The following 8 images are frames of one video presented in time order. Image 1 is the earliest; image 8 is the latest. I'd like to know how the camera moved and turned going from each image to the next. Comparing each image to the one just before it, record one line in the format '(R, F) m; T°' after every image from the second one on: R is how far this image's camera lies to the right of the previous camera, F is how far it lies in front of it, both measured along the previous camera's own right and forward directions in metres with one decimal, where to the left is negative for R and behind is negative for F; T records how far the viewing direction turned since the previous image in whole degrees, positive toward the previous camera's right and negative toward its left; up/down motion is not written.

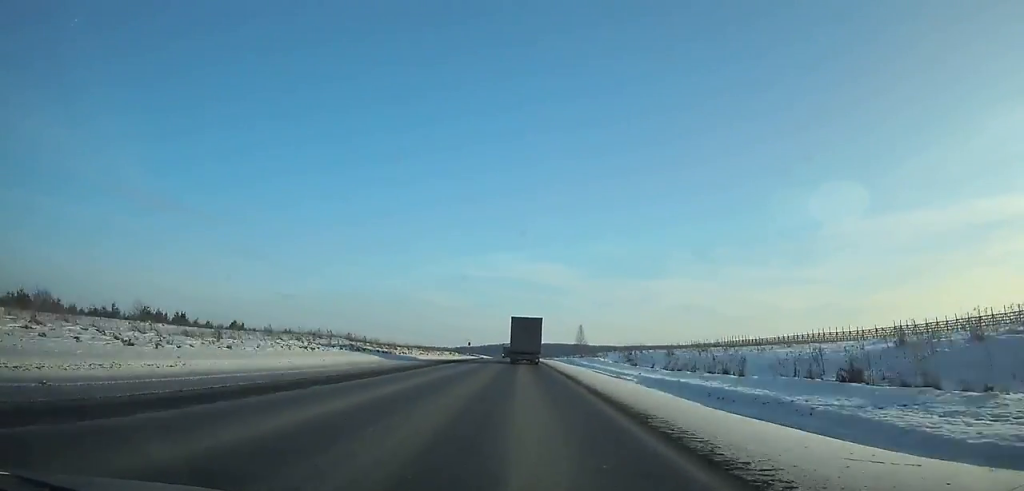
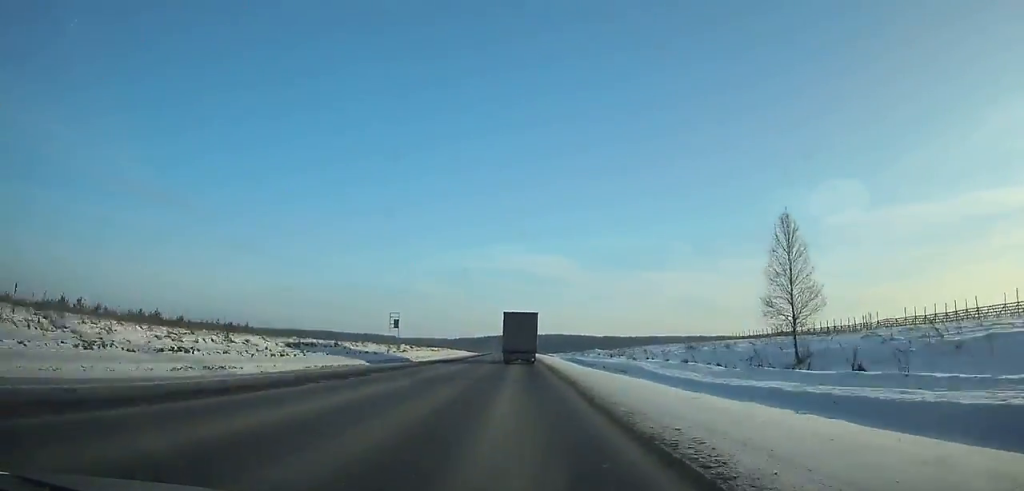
(-0.4, +96.7) m; 0°
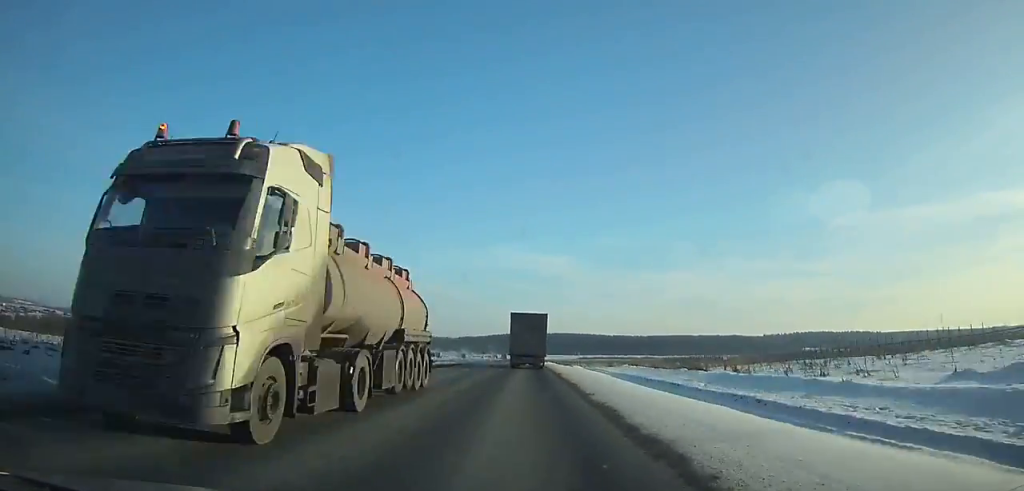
(-0.3, +122.5) m; 0°
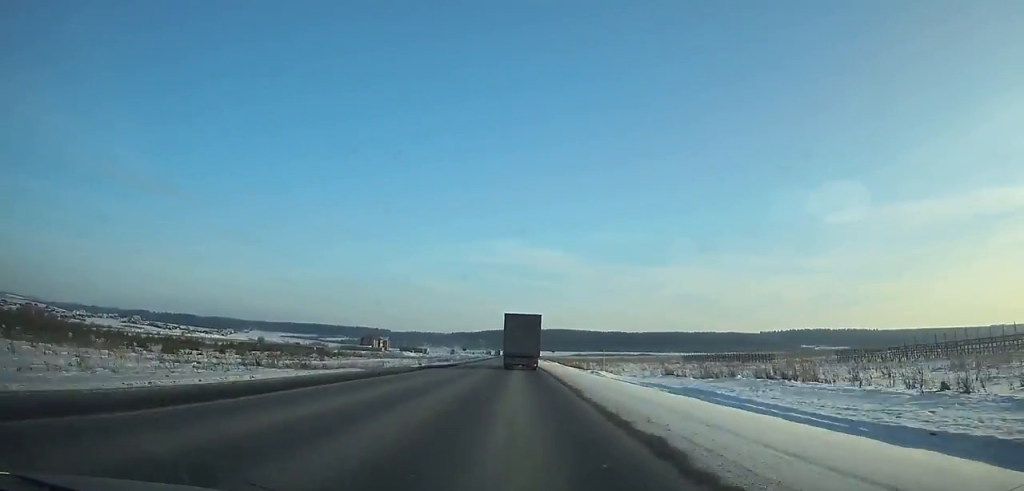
(0.0, +31.8) m; 0°
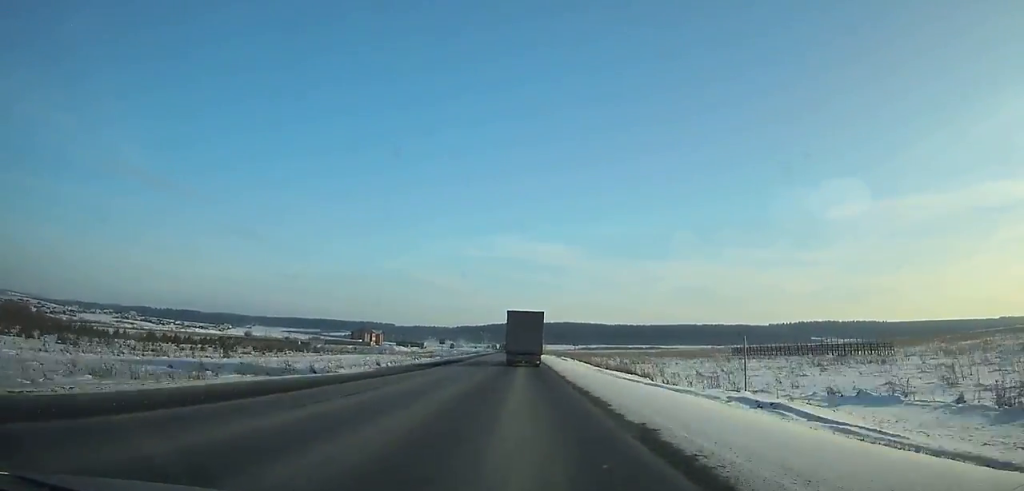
(-0.1, +36.3) m; 0°
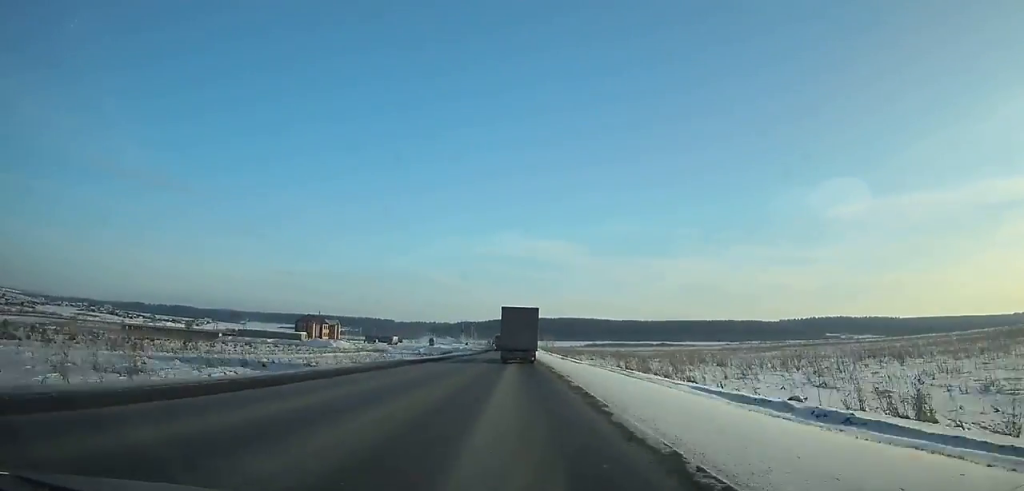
(0.0, +91.7) m; 0°
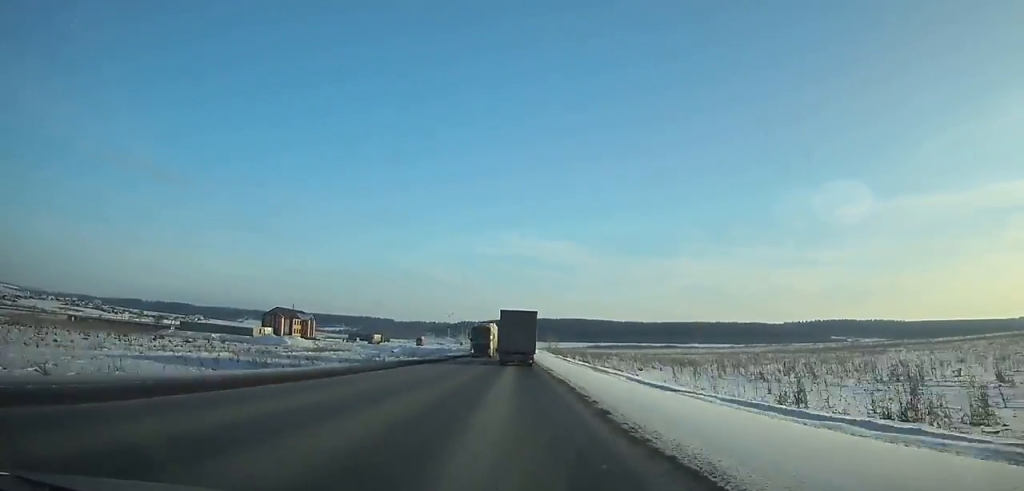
(-0.1, +37.8) m; 0°
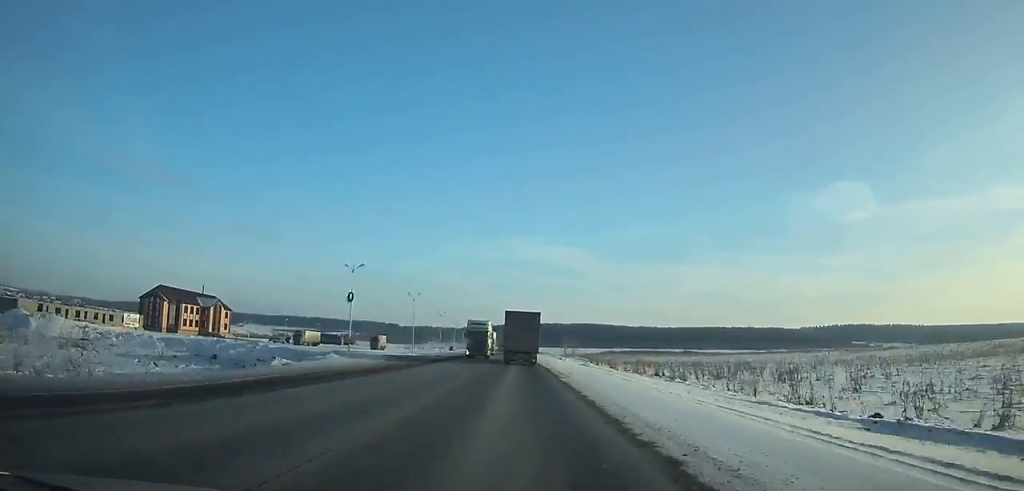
(-0.7, +86.4) m; -1°
